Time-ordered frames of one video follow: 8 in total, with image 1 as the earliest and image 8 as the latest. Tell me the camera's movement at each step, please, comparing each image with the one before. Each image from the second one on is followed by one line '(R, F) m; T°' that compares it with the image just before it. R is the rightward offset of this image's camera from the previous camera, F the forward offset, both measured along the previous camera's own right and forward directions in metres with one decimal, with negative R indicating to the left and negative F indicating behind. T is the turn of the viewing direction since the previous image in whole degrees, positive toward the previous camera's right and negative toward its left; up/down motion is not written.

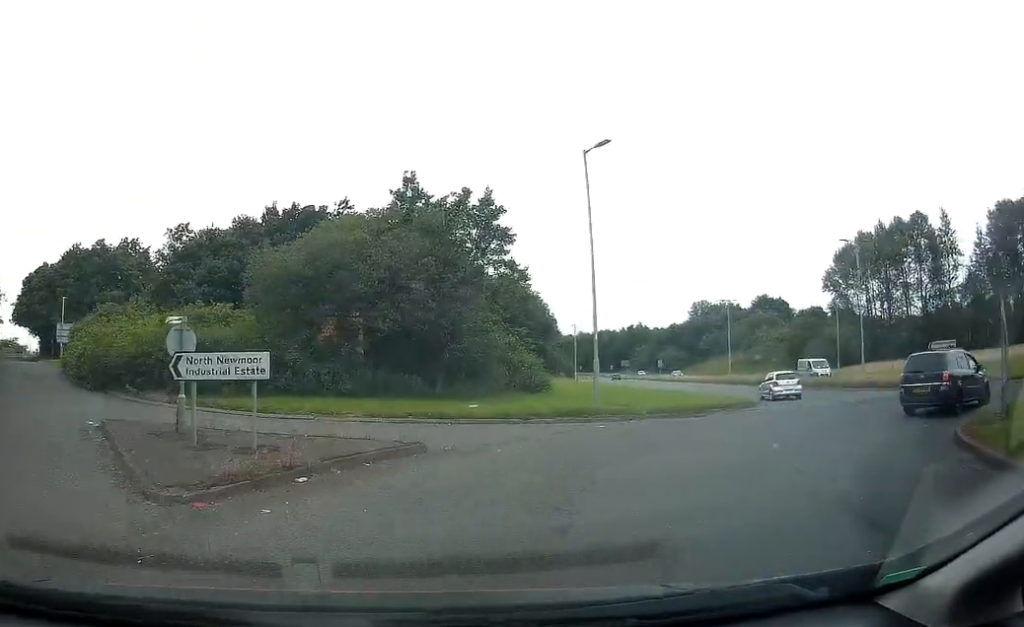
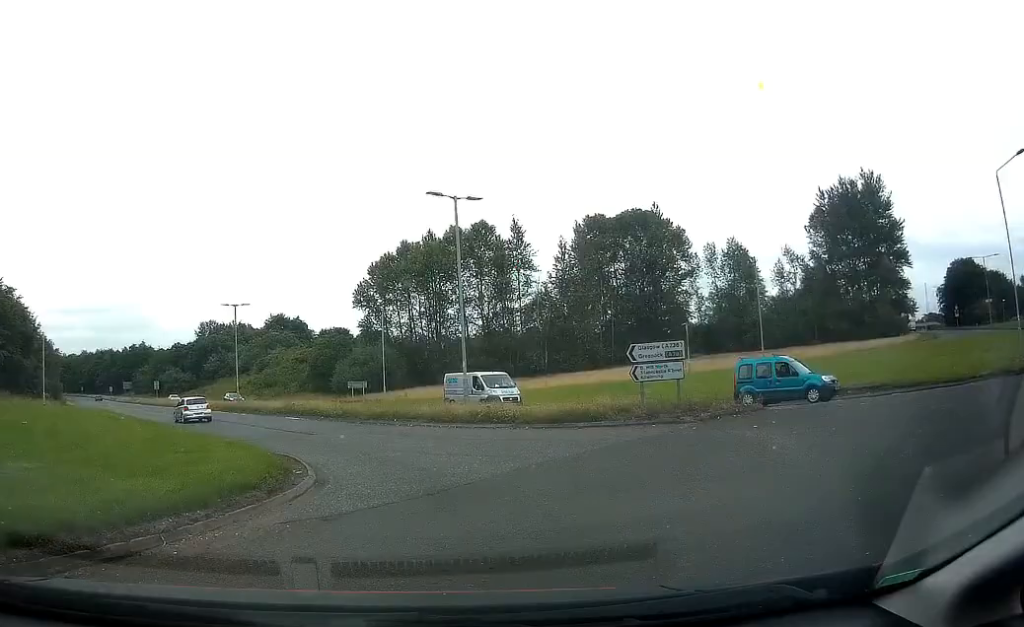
(+4.1, +14.7) m; +26°
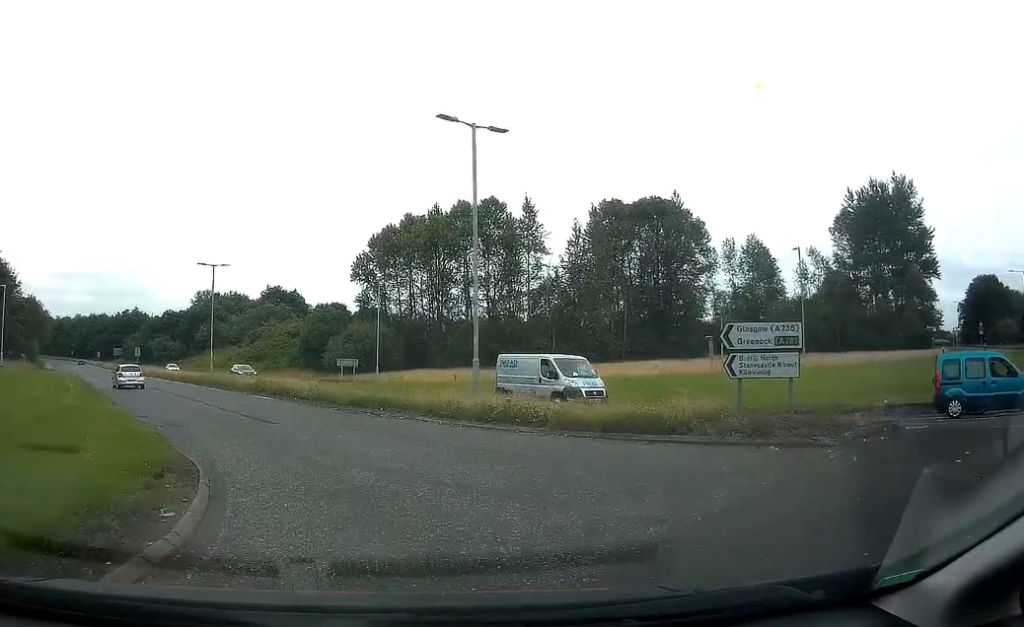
(+0.2, +6.4) m; -1°
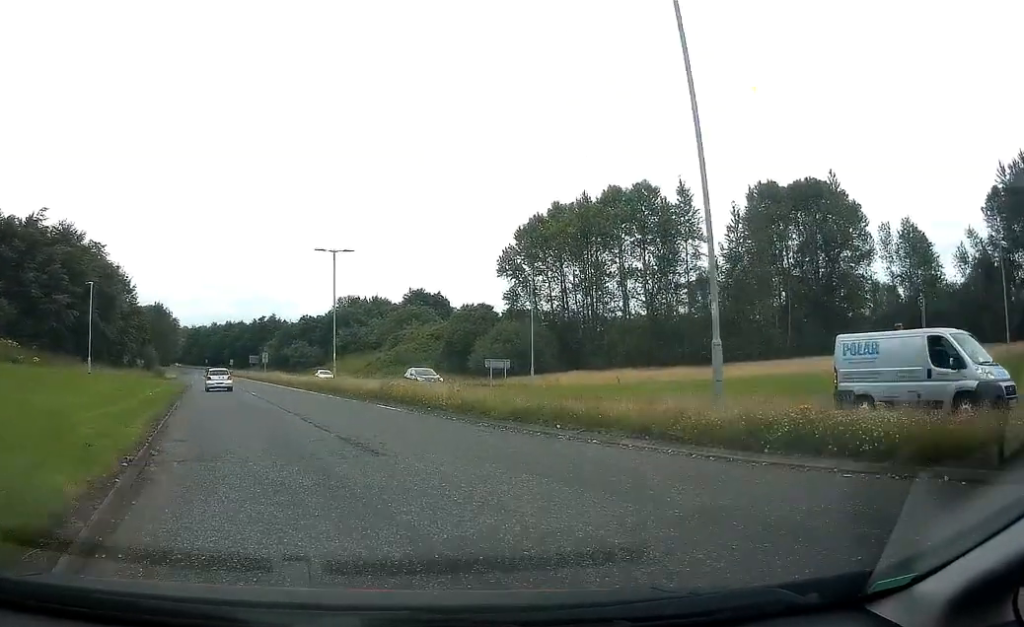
(-0.3, +8.2) m; -8°
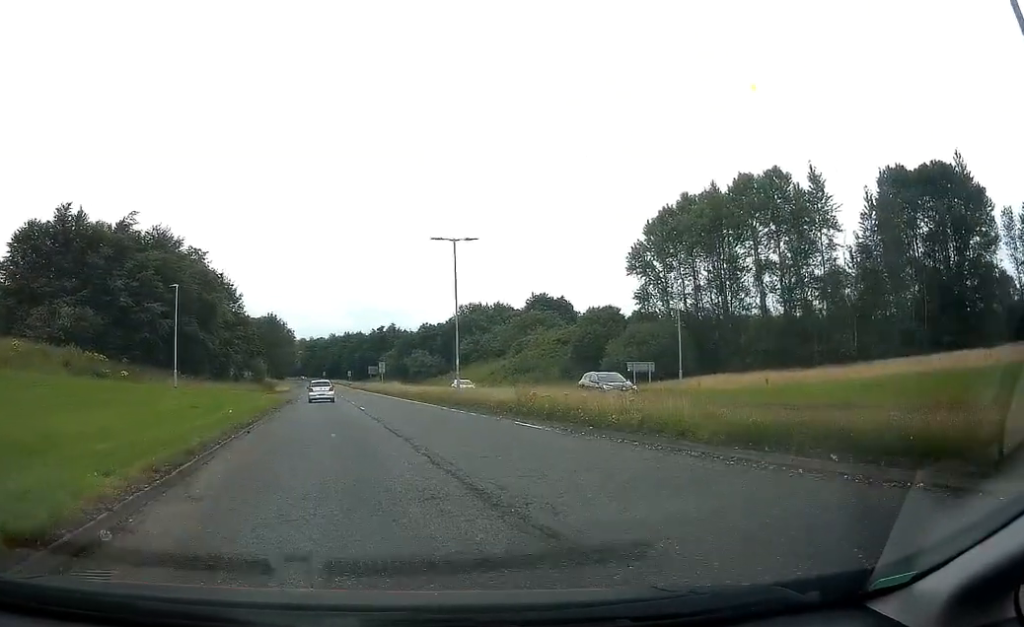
(0.0, +5.7) m; -6°
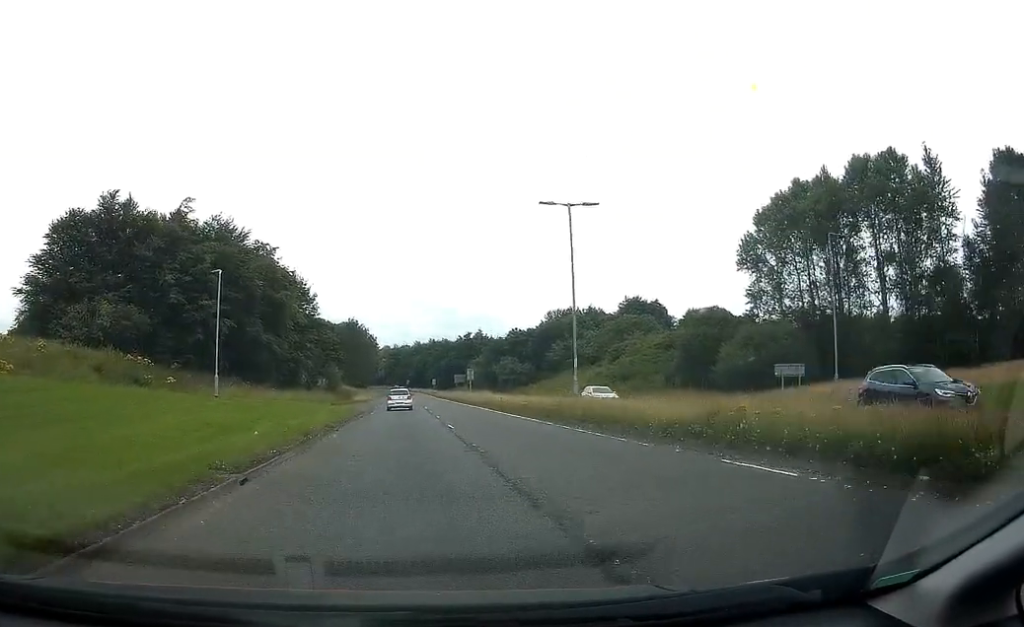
(-0.9, +8.7) m; -6°
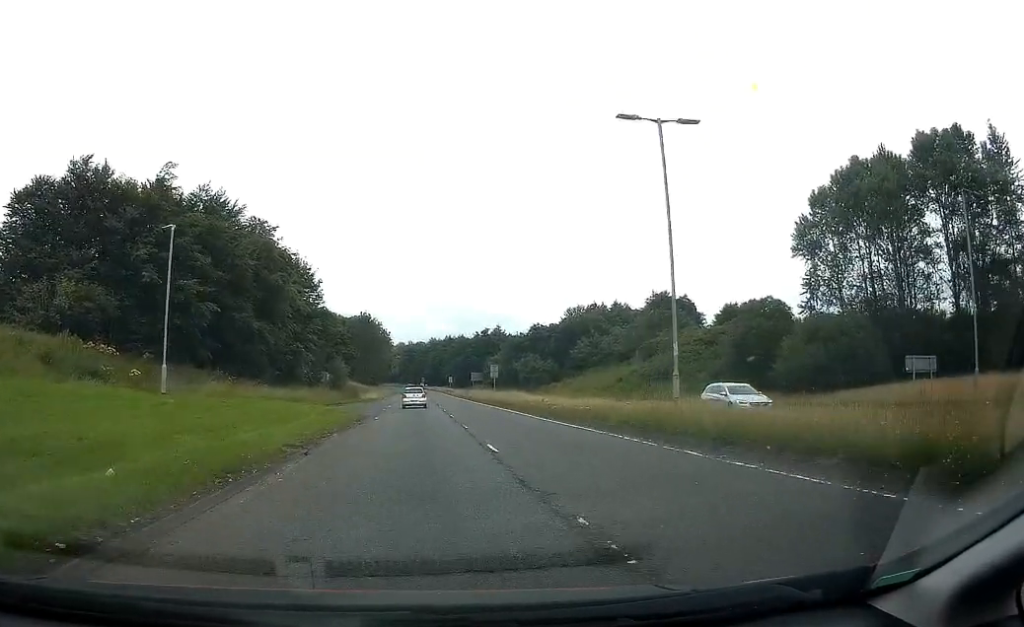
(-0.2, +9.7) m; -2°
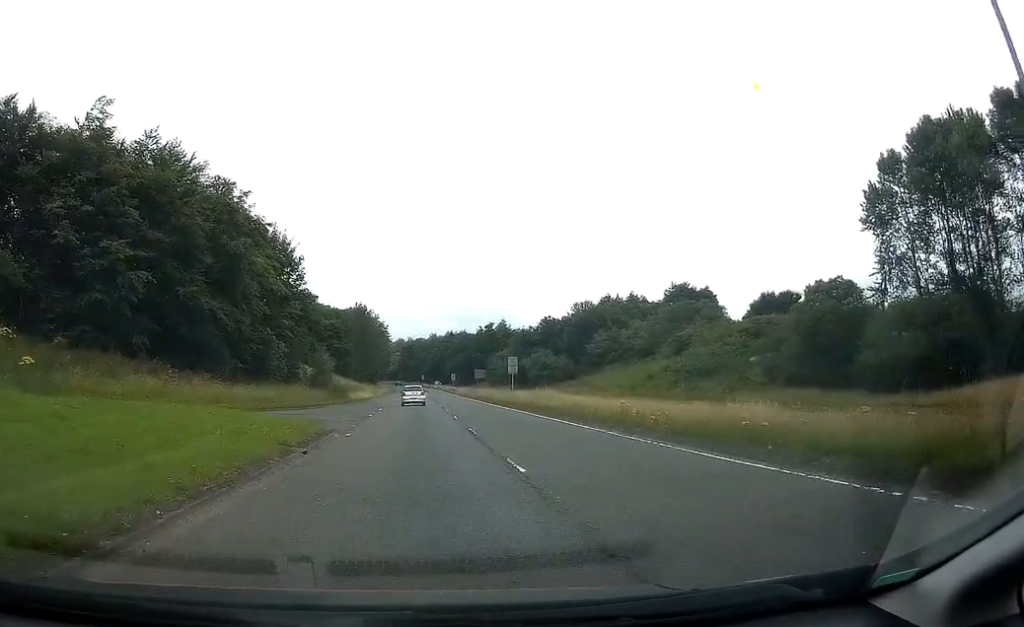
(-0.1, +13.0) m; -1°
